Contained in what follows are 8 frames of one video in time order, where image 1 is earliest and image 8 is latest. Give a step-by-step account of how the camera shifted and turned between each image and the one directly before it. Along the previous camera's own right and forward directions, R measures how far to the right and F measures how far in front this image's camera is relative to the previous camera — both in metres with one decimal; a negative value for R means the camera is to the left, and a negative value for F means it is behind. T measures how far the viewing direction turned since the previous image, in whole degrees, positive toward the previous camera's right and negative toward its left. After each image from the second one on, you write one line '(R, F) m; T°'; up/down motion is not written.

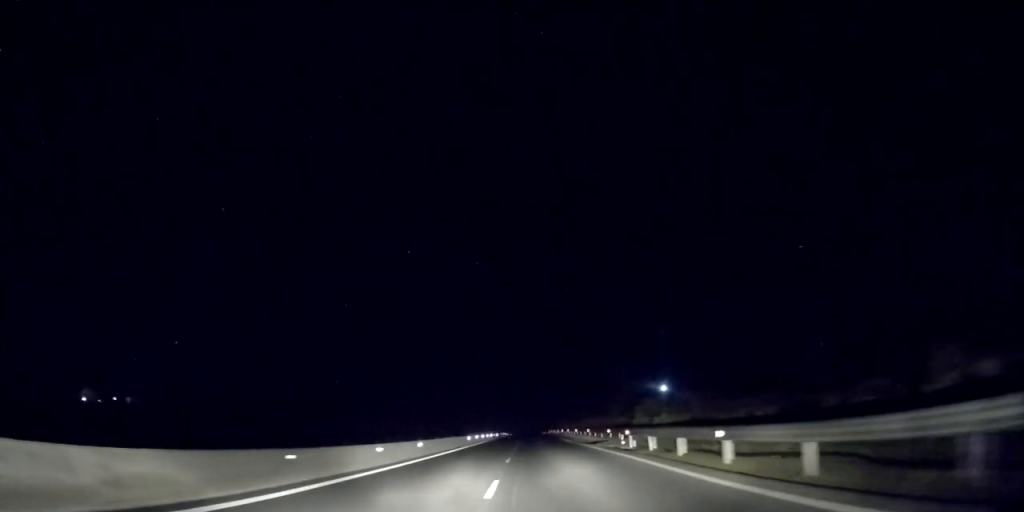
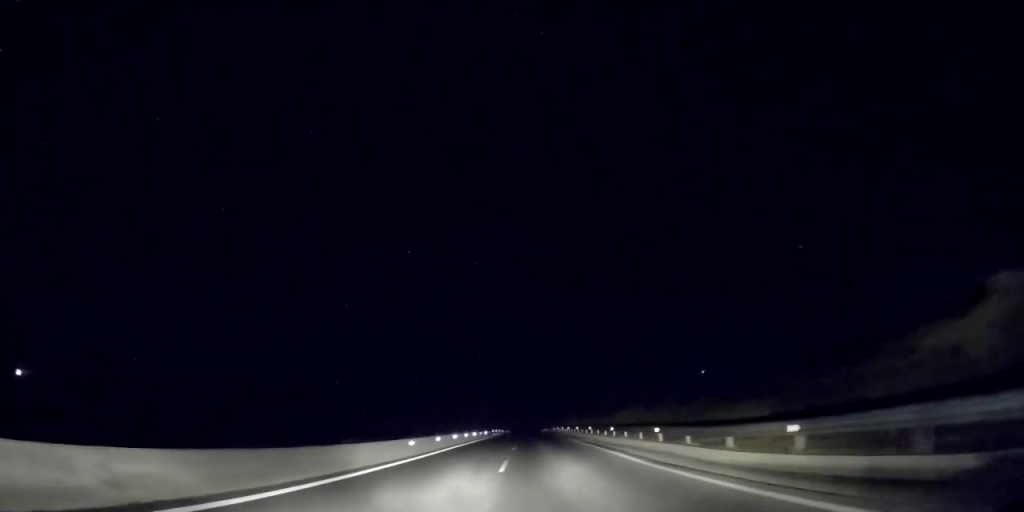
(+0.2, +25.6) m; 0°
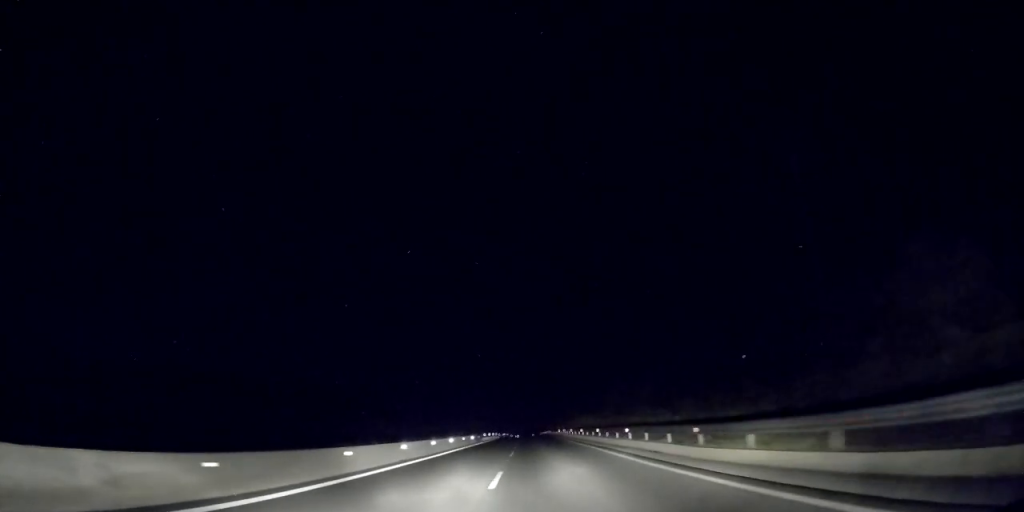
(-0.3, +17.2) m; 0°
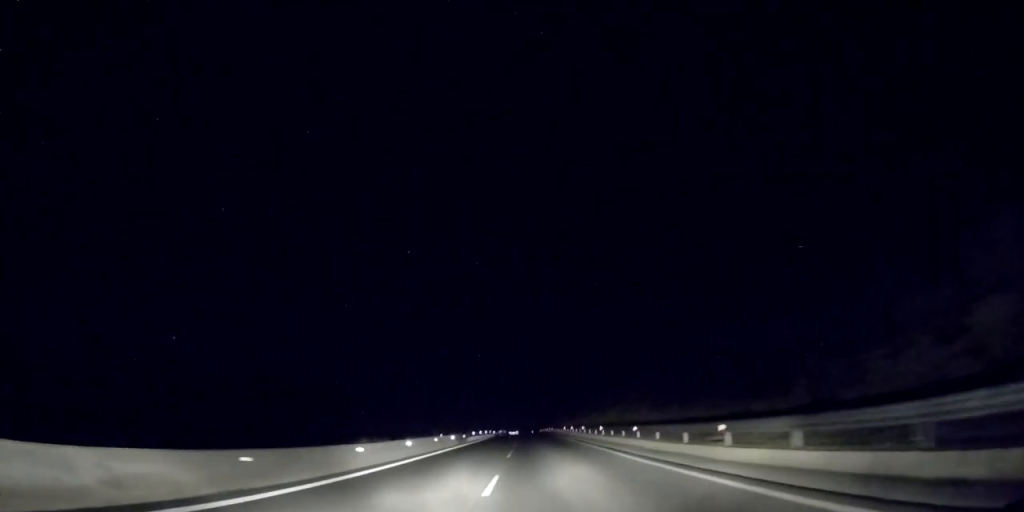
(0.0, +14.3) m; 0°
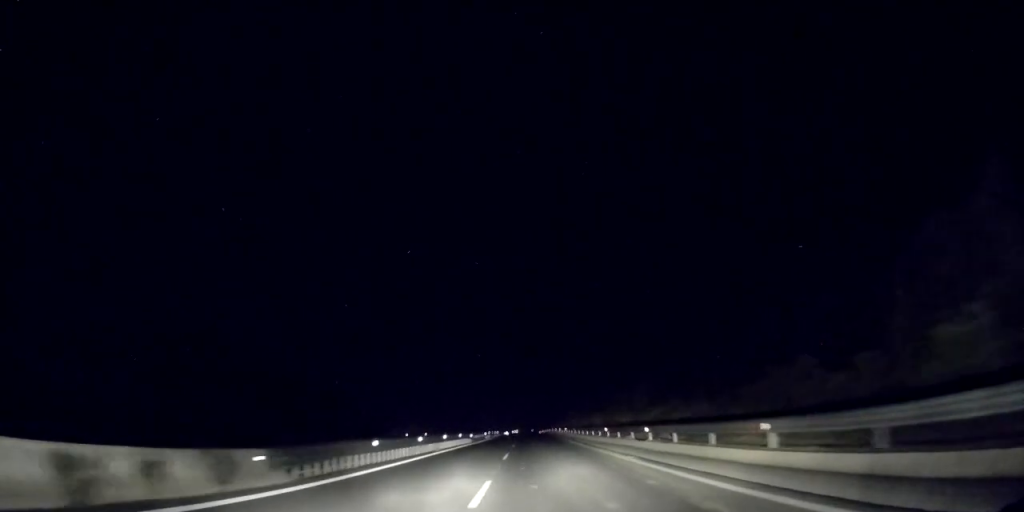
(+0.1, +39.0) m; 0°
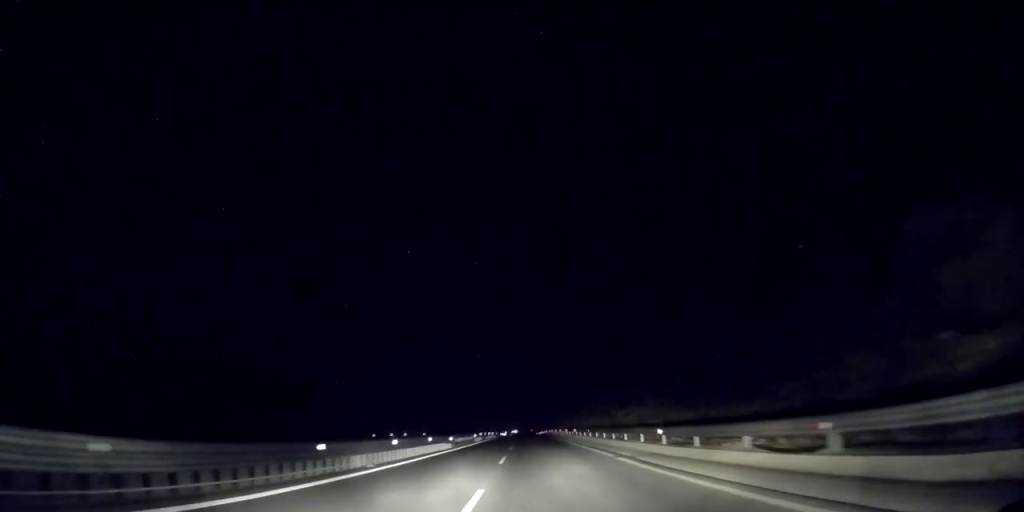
(-0.1, +14.9) m; 0°
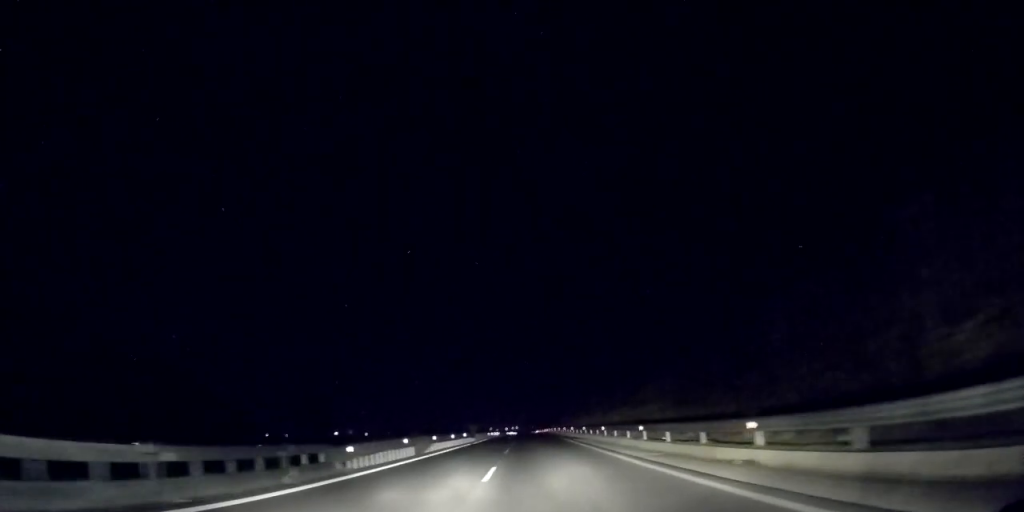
(+0.1, +45.8) m; -1°
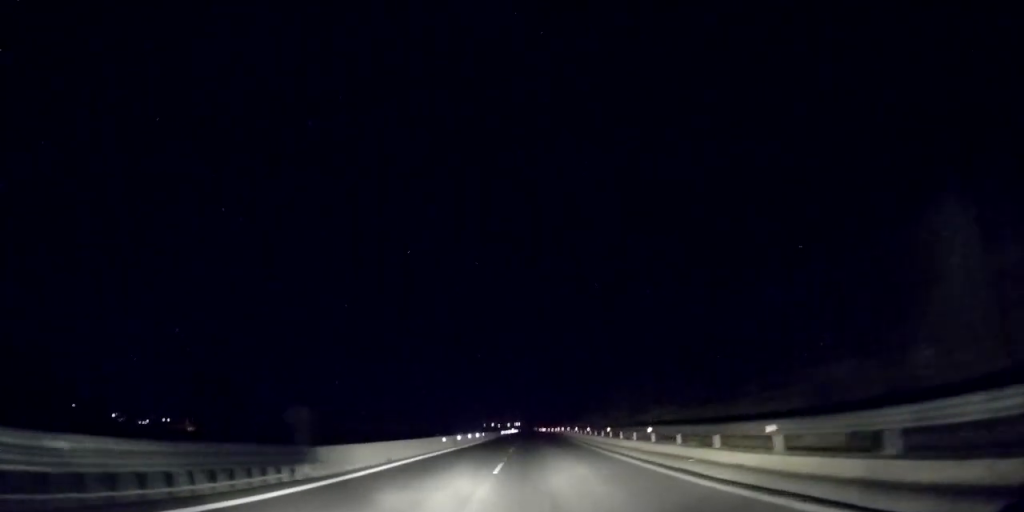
(+0.1, +48.9) m; +1°
